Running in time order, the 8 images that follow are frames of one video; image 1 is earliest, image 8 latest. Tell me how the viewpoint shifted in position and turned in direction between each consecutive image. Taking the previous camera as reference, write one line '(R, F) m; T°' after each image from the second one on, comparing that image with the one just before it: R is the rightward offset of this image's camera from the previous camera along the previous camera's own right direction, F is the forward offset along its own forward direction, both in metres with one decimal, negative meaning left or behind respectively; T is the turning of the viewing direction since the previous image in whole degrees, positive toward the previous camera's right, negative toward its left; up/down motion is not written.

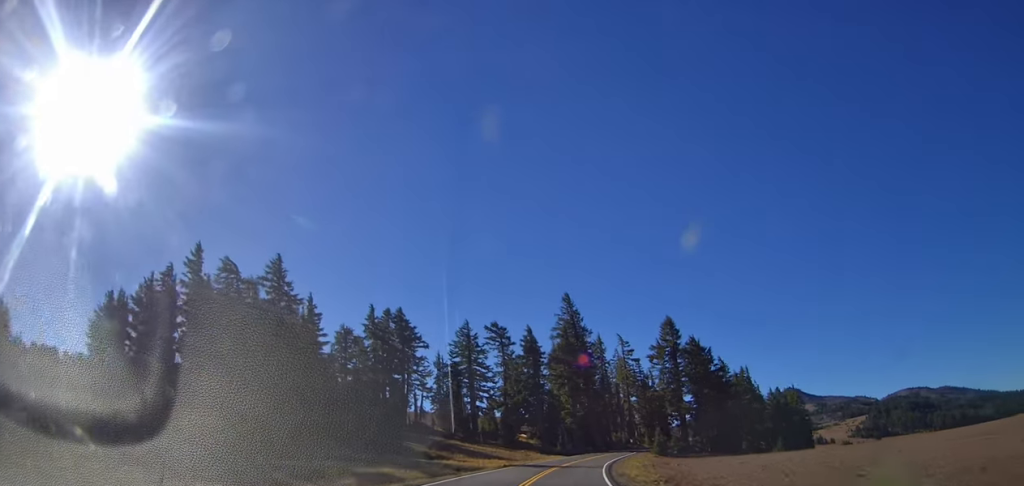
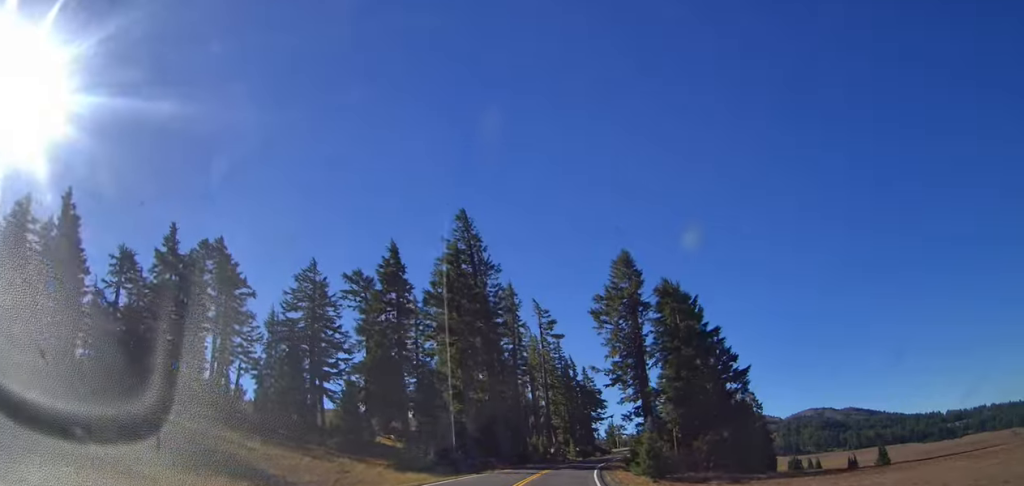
(+1.5, +47.9) m; +7°
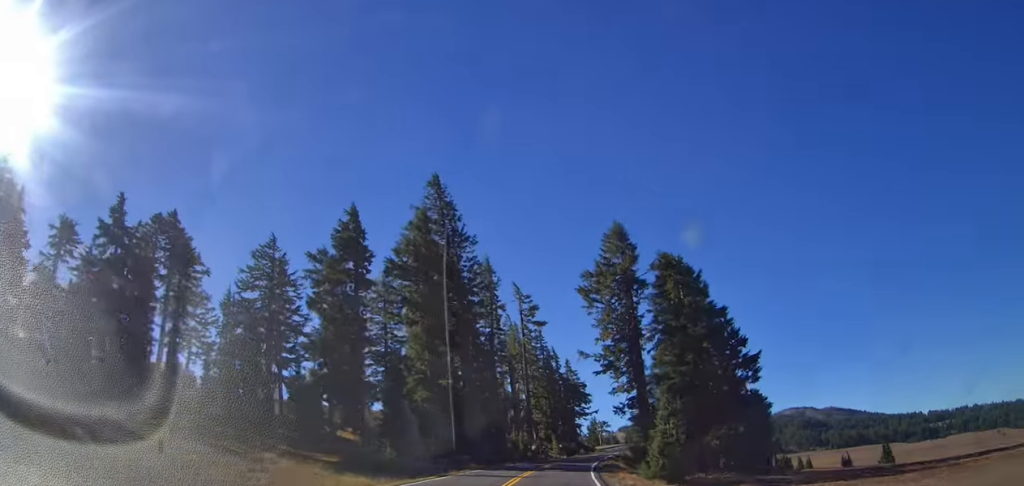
(+0.1, +9.1) m; +3°
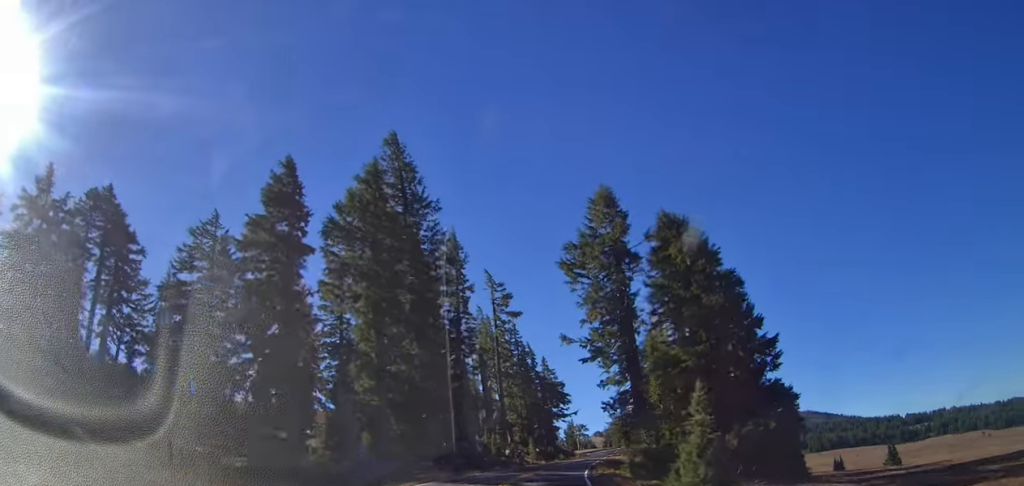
(+0.9, +10.4) m; +3°
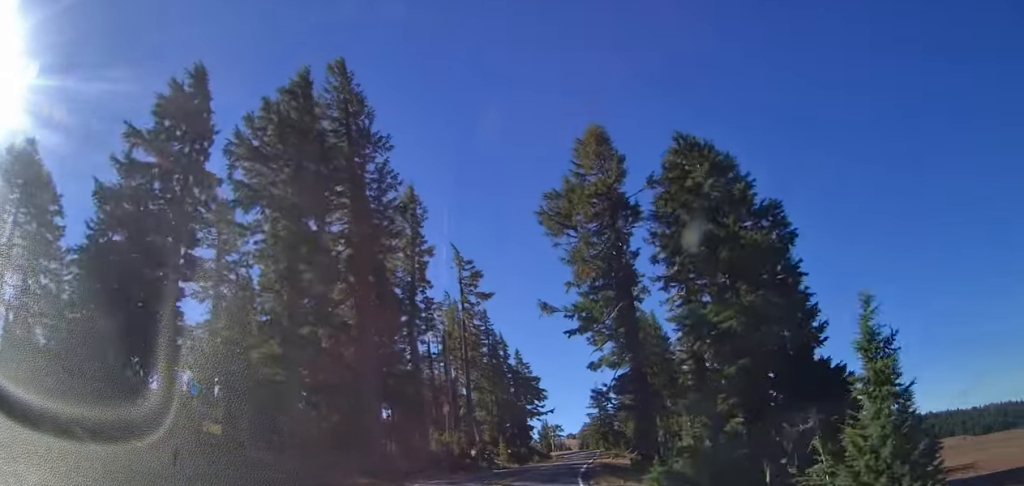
(+0.4, +11.9) m; +2°
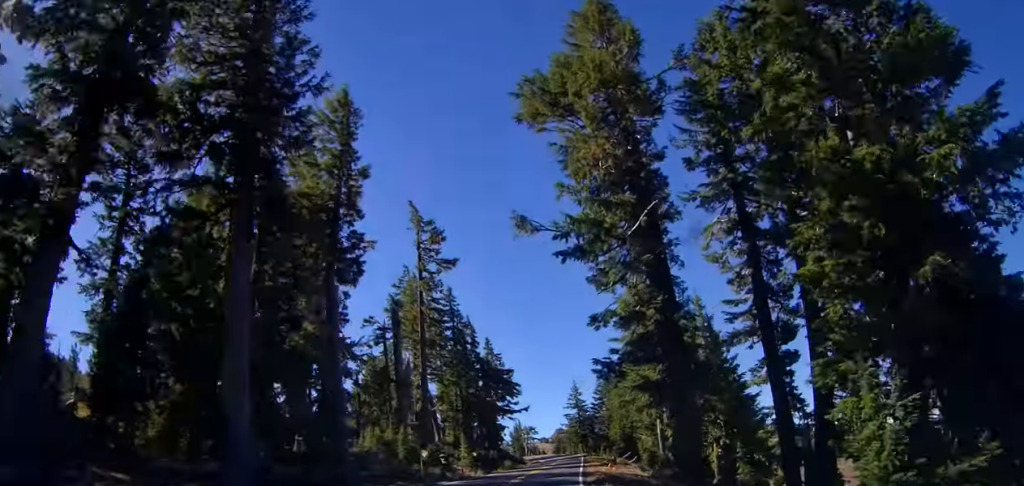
(0.0, +15.4) m; 0°
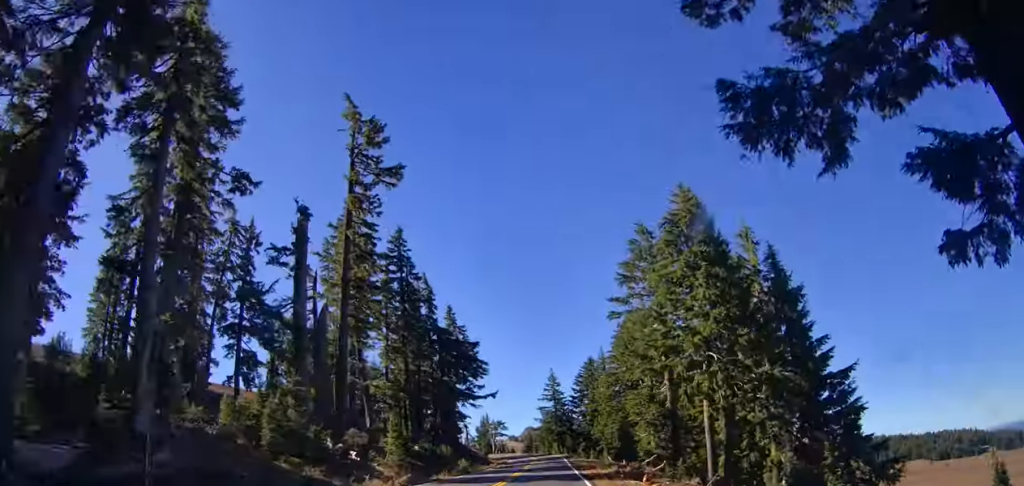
(0.0, +20.9) m; +2°
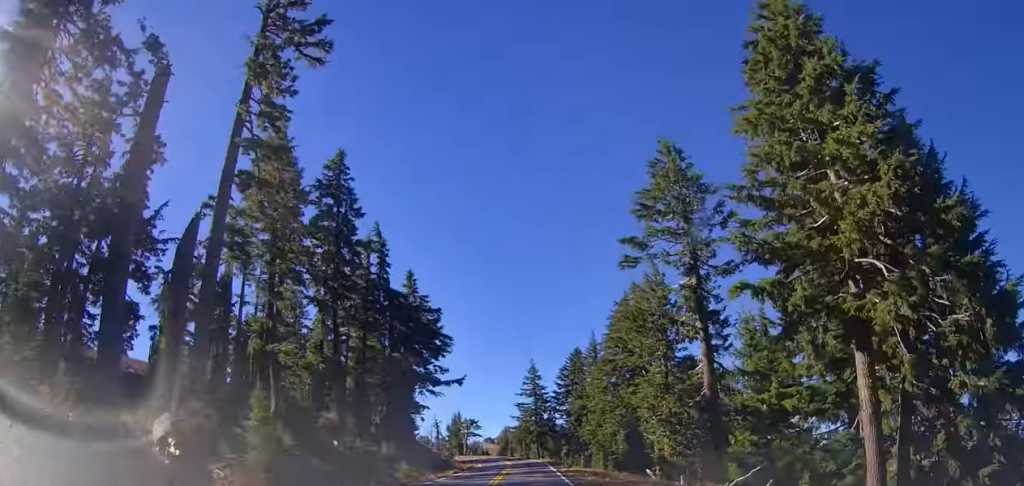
(+0.7, +17.4) m; +3°
